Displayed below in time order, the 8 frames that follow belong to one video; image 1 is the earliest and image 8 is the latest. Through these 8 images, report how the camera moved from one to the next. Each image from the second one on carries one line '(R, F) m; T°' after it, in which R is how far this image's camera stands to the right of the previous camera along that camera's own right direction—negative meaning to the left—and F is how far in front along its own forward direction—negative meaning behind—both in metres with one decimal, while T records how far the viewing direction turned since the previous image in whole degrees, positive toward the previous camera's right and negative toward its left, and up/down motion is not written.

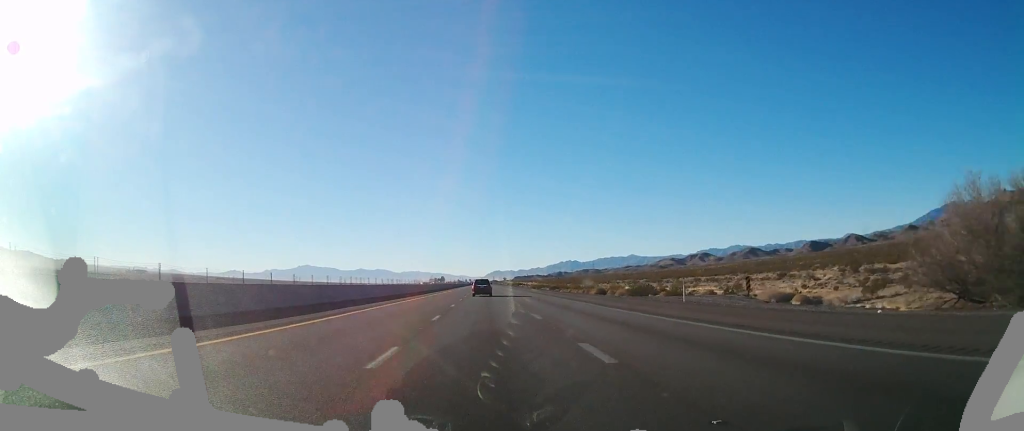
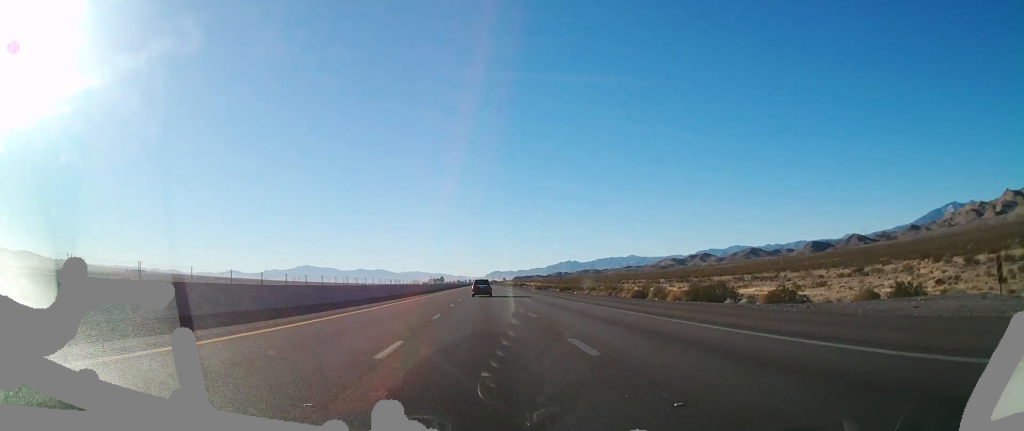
(0.0, +23.4) m; 0°
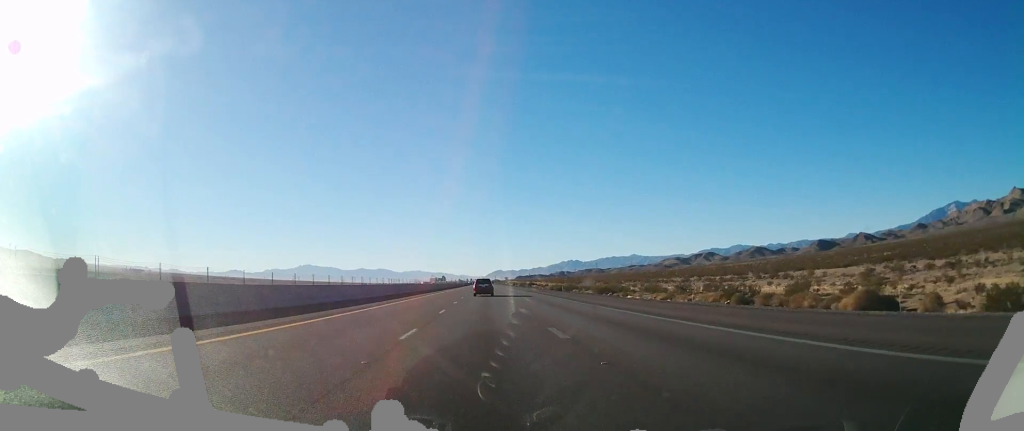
(+0.1, +45.4) m; 0°
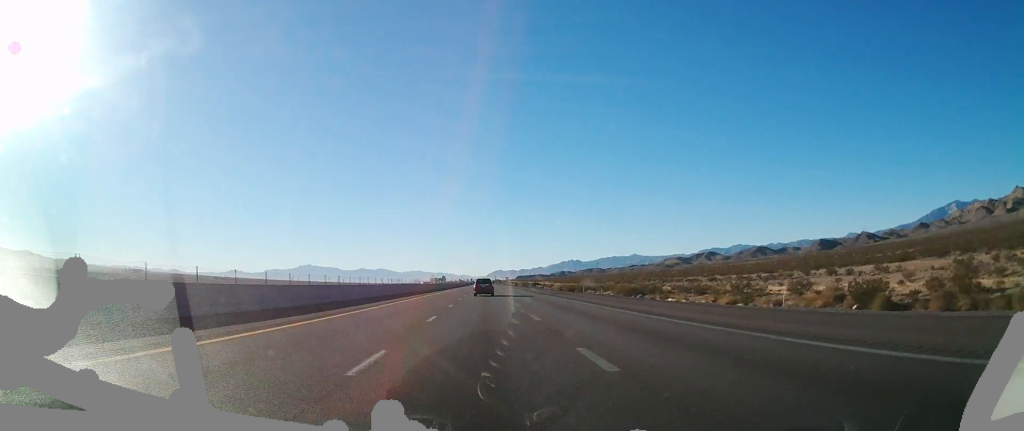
(0.0, +17.6) m; 0°
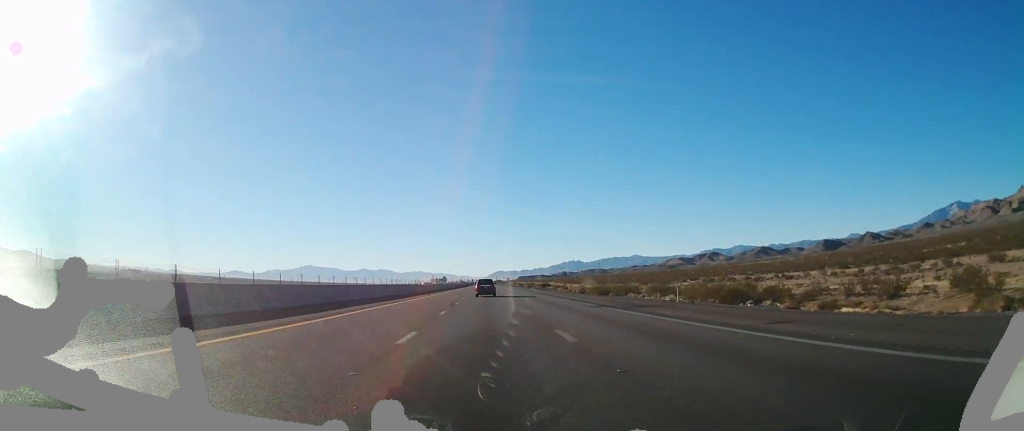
(0.0, +32.0) m; 0°
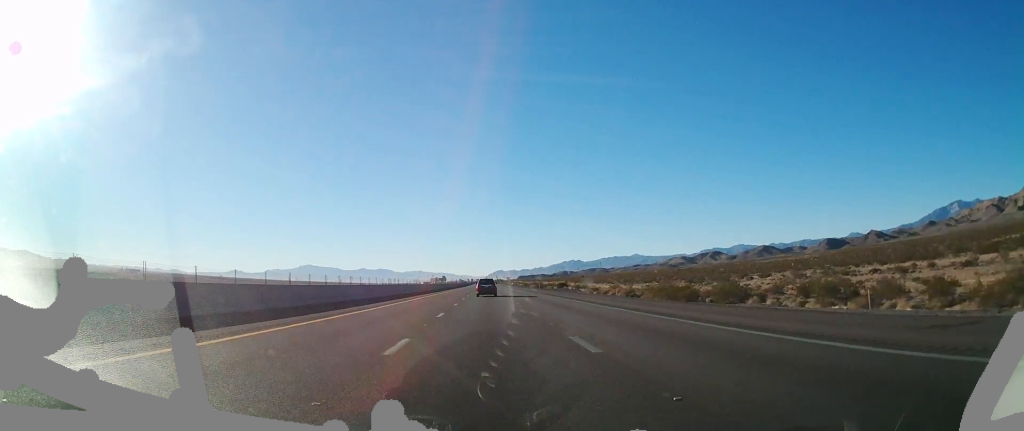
(0.0, +38.7) m; 0°
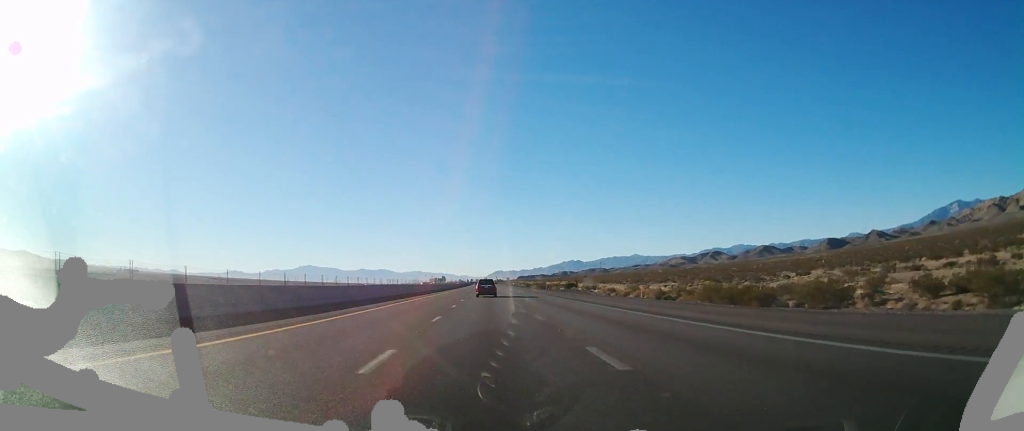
(0.0, +14.4) m; 0°
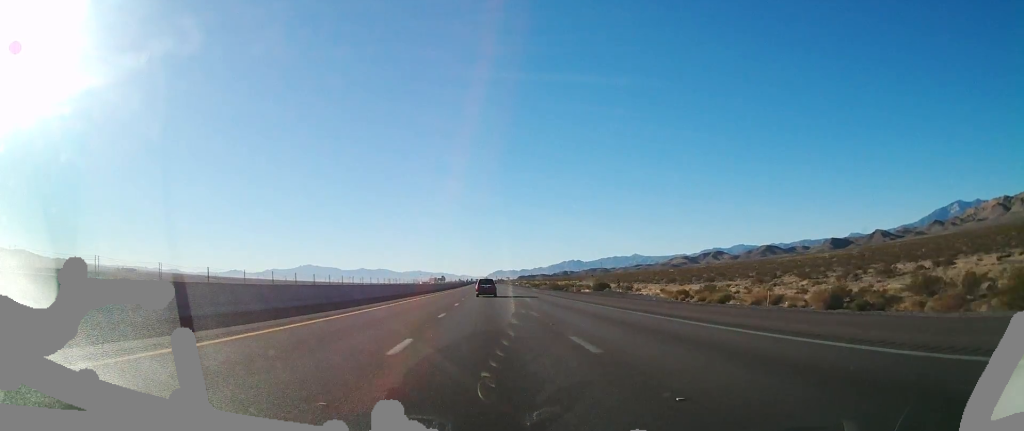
(0.0, +34.3) m; 0°
